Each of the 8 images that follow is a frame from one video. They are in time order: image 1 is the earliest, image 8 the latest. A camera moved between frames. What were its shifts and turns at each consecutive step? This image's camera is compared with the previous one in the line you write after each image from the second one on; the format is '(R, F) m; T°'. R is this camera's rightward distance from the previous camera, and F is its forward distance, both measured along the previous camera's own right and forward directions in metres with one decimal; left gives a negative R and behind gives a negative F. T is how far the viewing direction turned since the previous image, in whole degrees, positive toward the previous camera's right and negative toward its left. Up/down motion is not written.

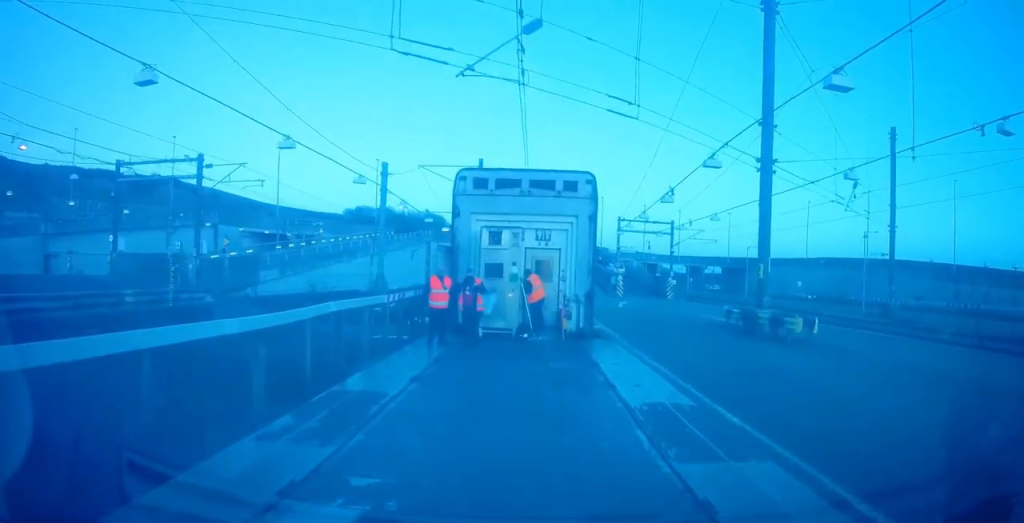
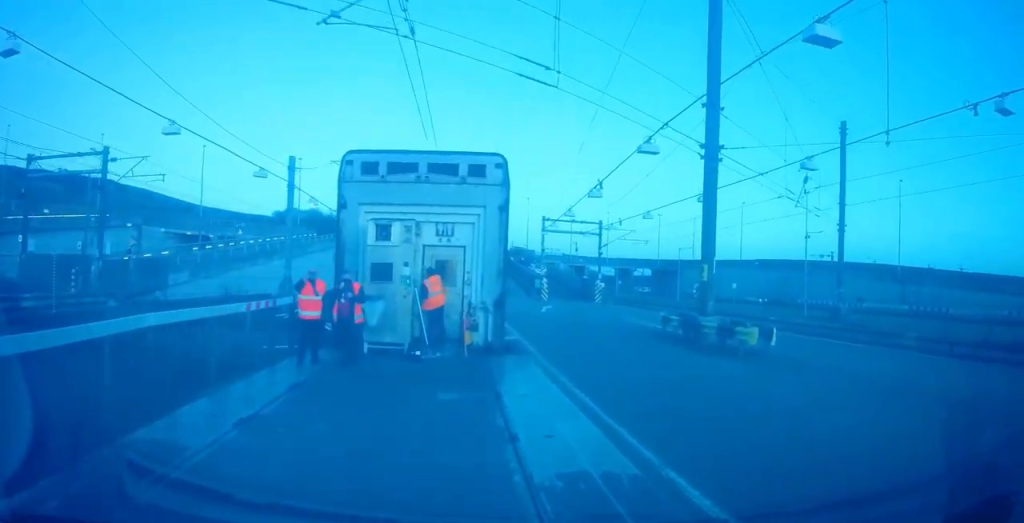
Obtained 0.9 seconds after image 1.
(+0.1, +3.0) m; 0°
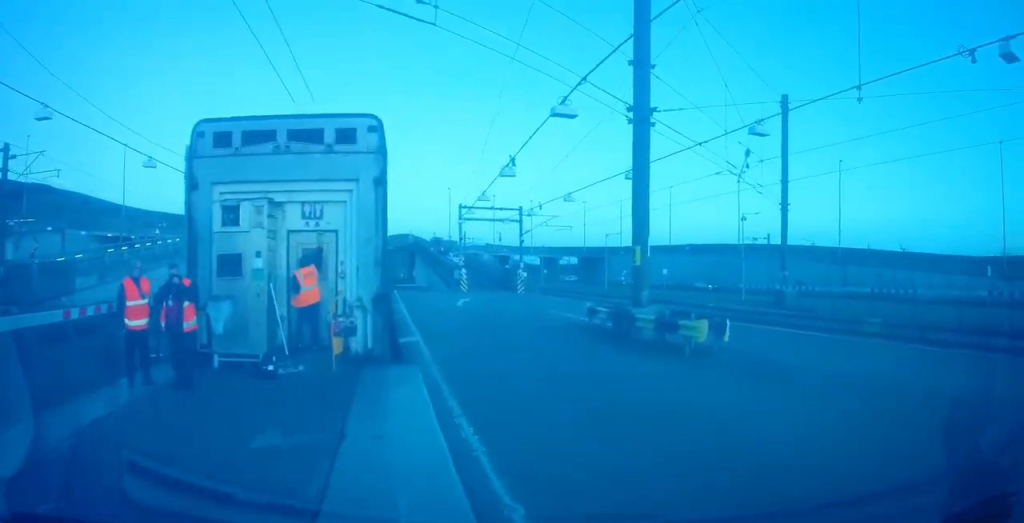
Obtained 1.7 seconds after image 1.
(+0.1, +3.1) m; +2°
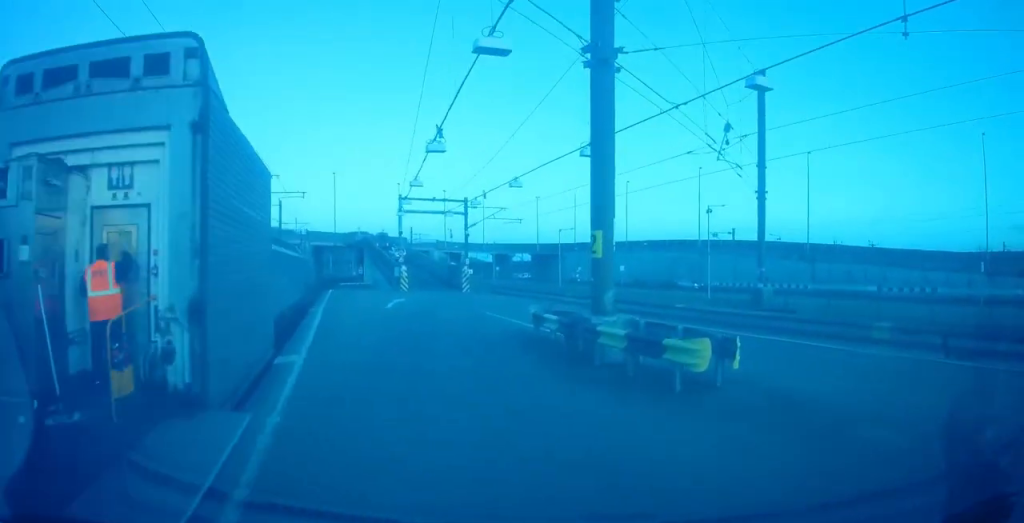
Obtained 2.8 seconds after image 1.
(+0.1, +4.5) m; +4°
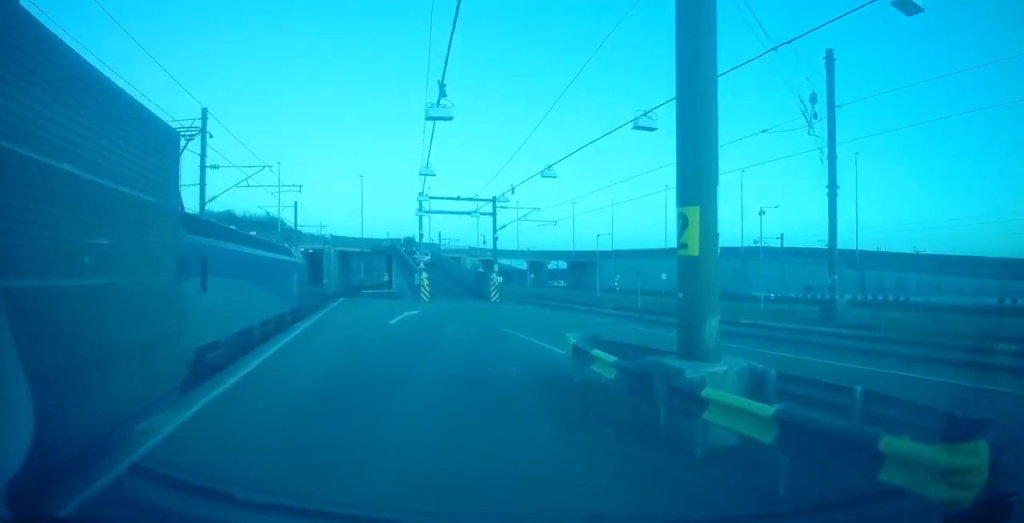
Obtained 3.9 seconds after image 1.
(+0.2, +4.8) m; -2°
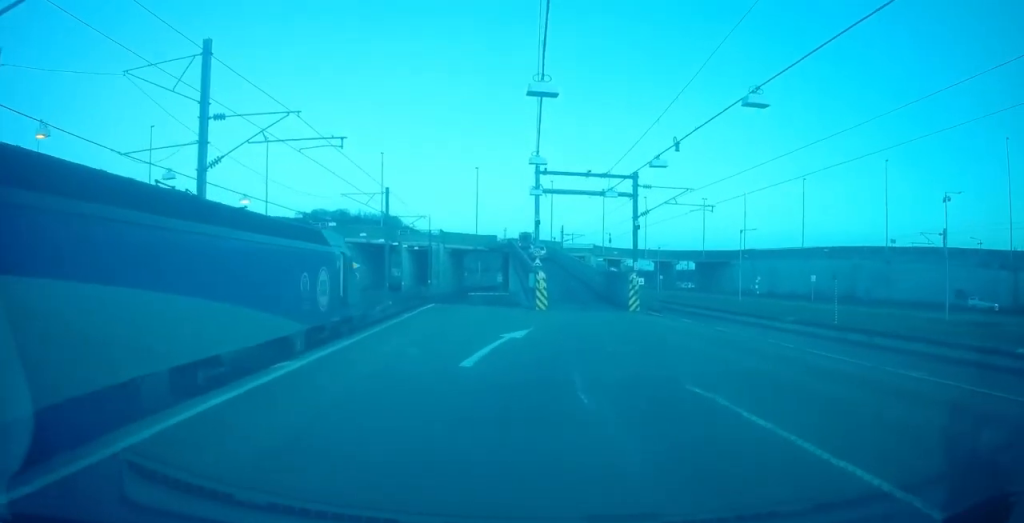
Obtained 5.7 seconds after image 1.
(-1.1, +10.3) m; -10°
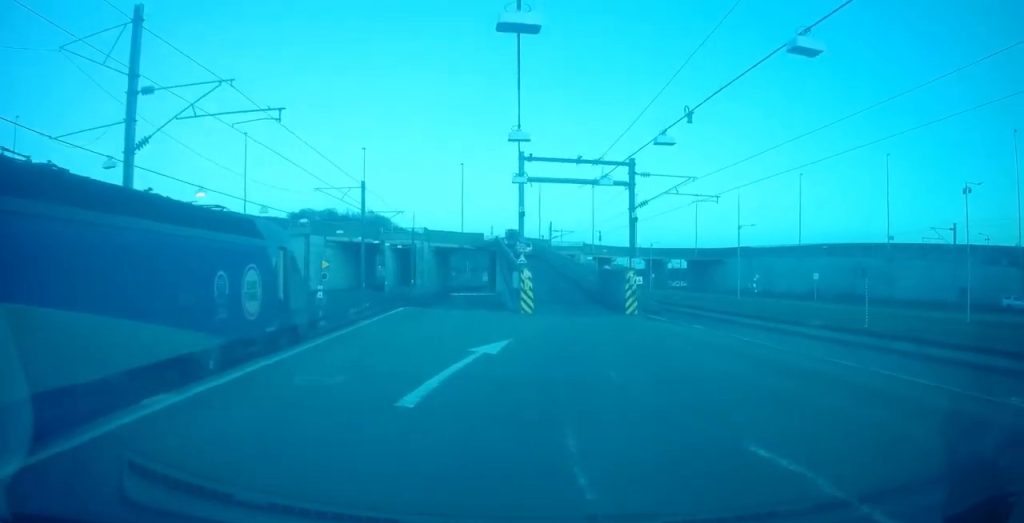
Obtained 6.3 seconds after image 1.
(-0.2, +3.7) m; -2°
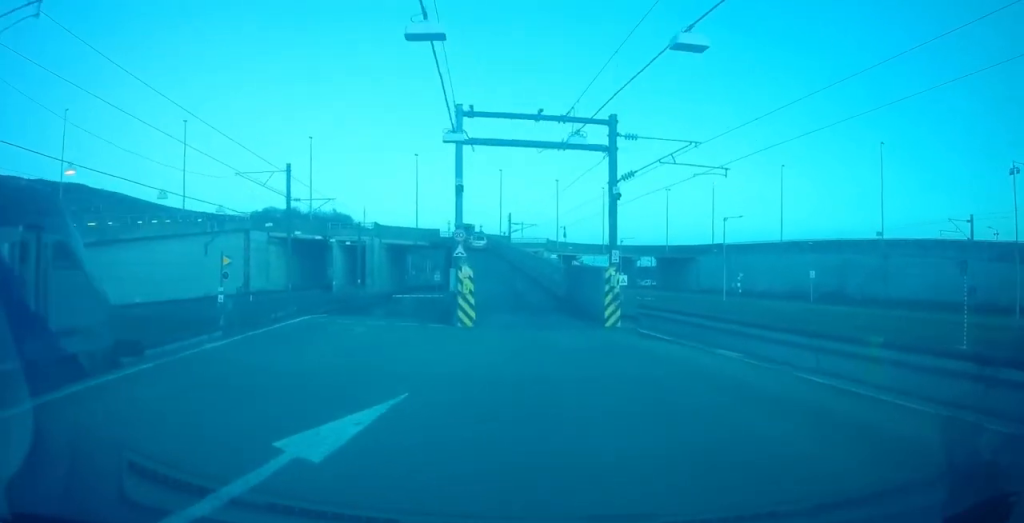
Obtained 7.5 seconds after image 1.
(+0.3, +8.8) m; +6°
